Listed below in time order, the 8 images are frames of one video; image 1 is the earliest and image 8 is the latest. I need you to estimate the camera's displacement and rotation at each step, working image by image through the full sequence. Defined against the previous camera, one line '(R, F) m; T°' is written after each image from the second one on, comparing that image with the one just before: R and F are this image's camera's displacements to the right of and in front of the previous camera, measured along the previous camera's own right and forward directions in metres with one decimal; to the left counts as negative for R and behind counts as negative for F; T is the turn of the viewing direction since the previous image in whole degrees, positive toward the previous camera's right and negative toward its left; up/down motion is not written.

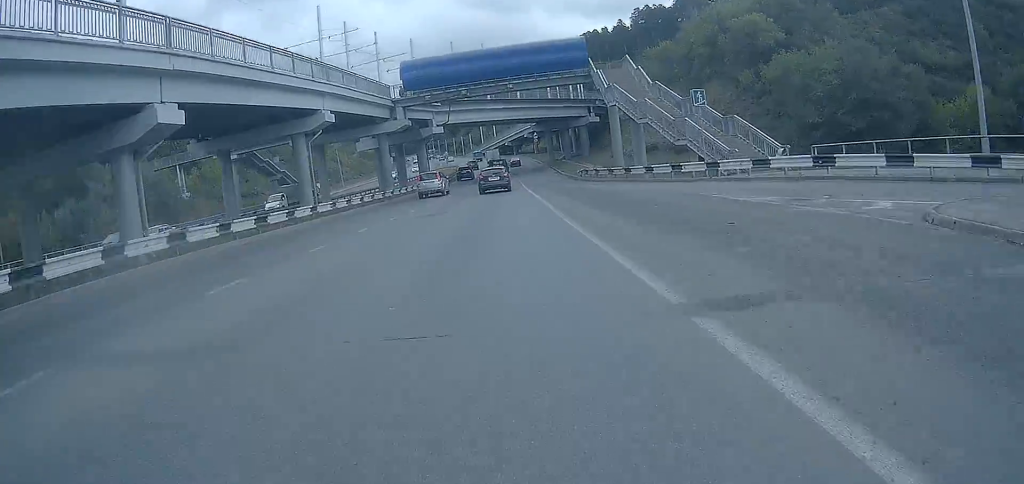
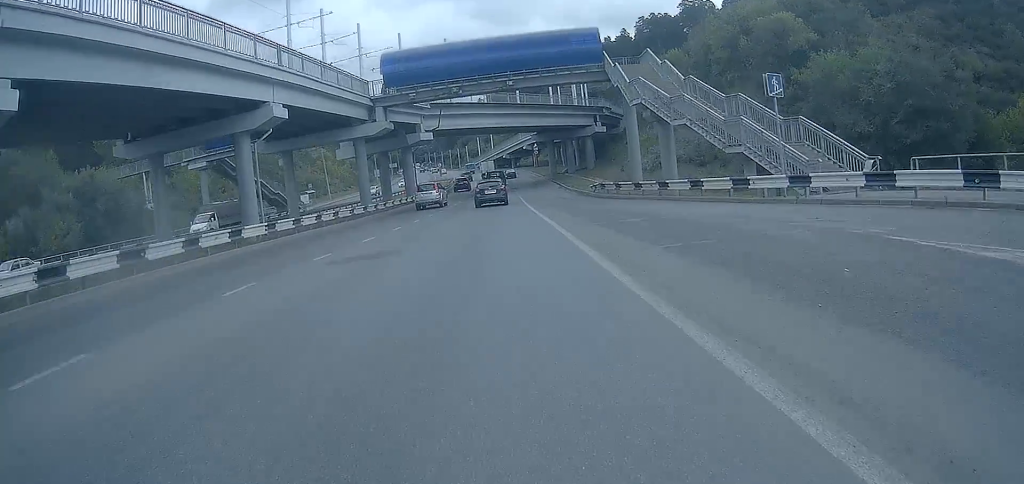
(+0.1, +8.2) m; +1°
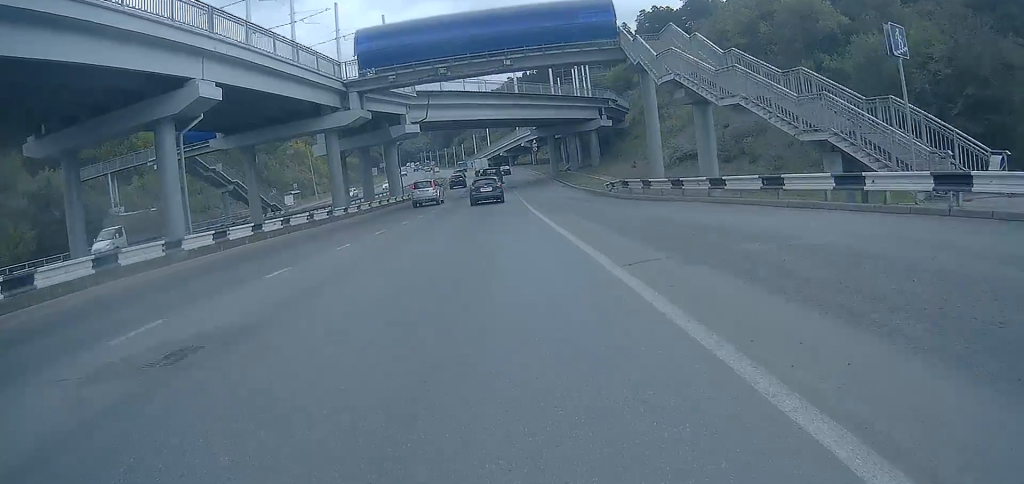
(0.0, +7.6) m; +1°
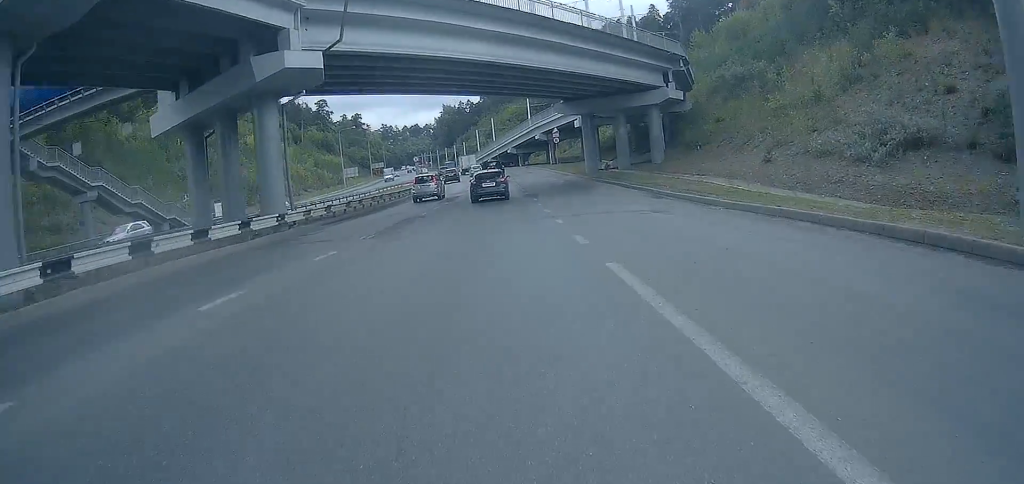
(+0.2, +30.1) m; +1°
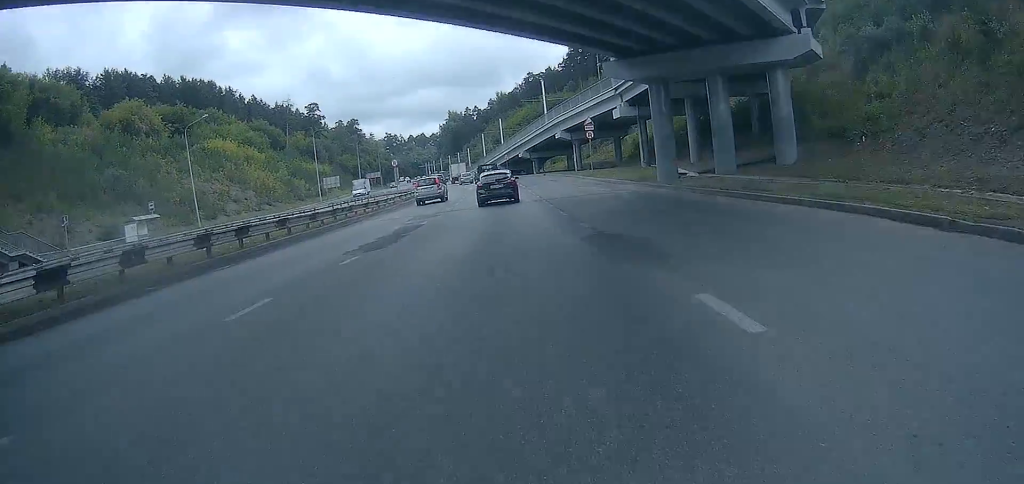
(+0.5, +22.9) m; +2°
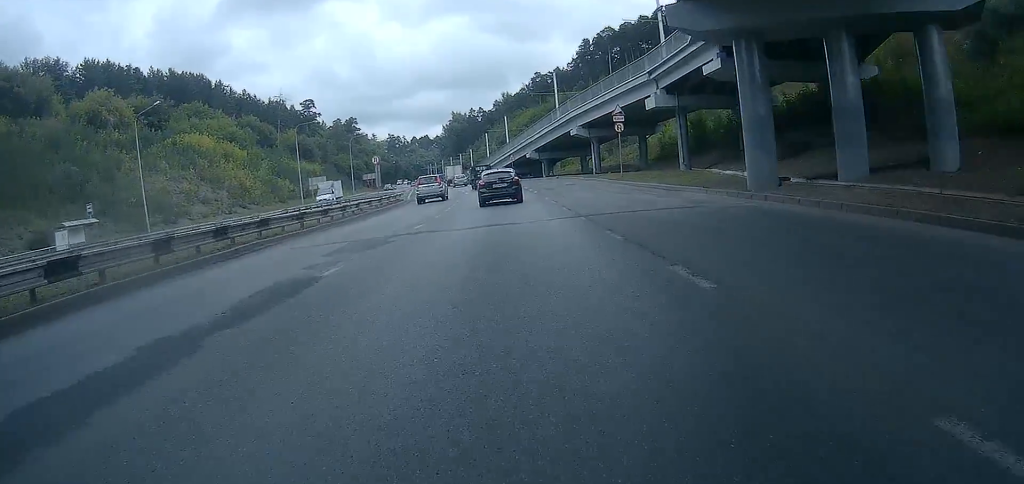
(+0.1, +11.1) m; 0°
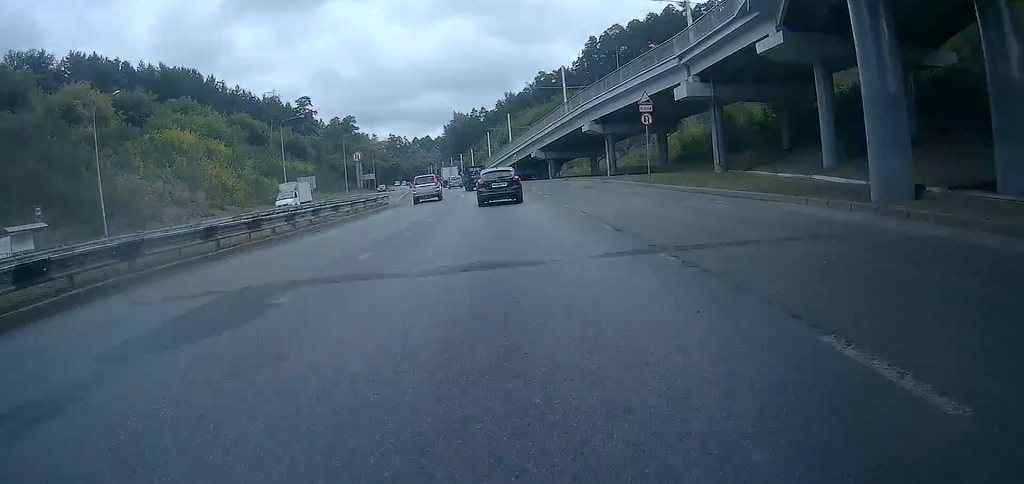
(0.0, +7.2) m; 0°
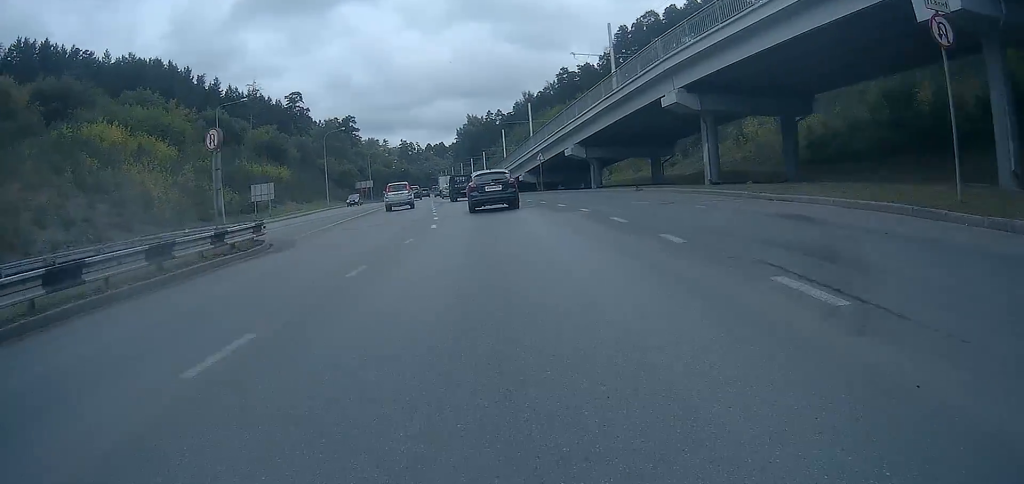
(-0.5, +23.0) m; -2°
